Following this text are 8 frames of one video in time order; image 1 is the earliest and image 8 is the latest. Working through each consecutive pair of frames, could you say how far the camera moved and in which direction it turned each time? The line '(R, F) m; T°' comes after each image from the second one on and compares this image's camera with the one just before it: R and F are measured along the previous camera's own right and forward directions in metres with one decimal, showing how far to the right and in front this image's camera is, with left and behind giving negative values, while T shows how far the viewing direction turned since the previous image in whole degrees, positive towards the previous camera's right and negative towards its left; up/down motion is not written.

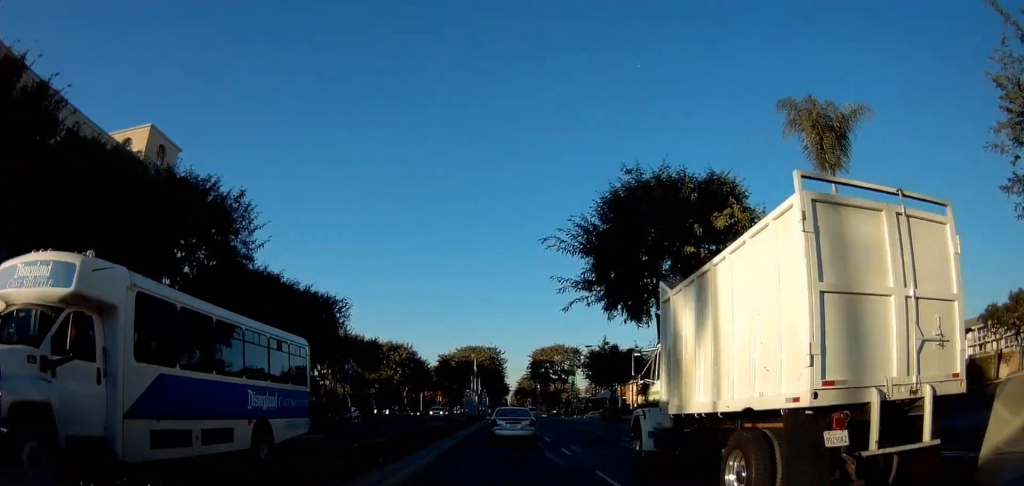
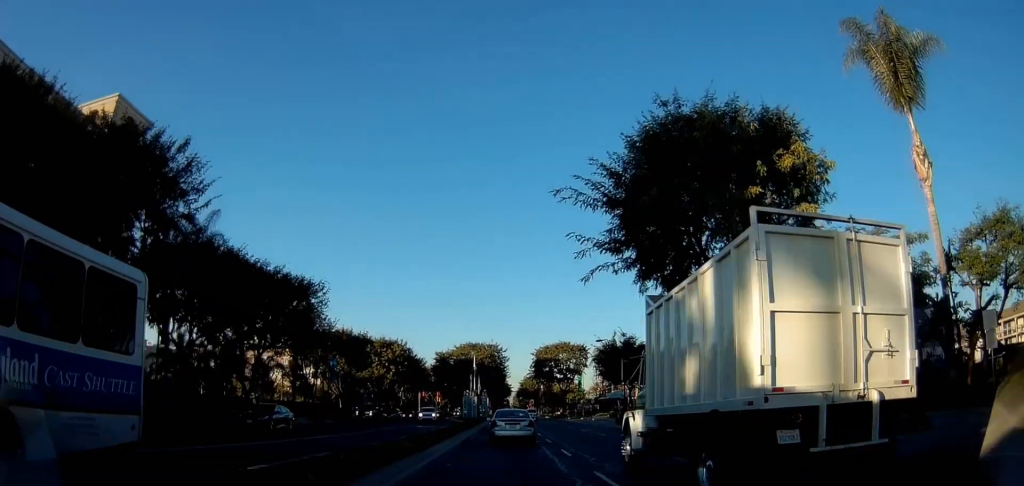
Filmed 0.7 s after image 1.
(+0.1, +7.2) m; +1°
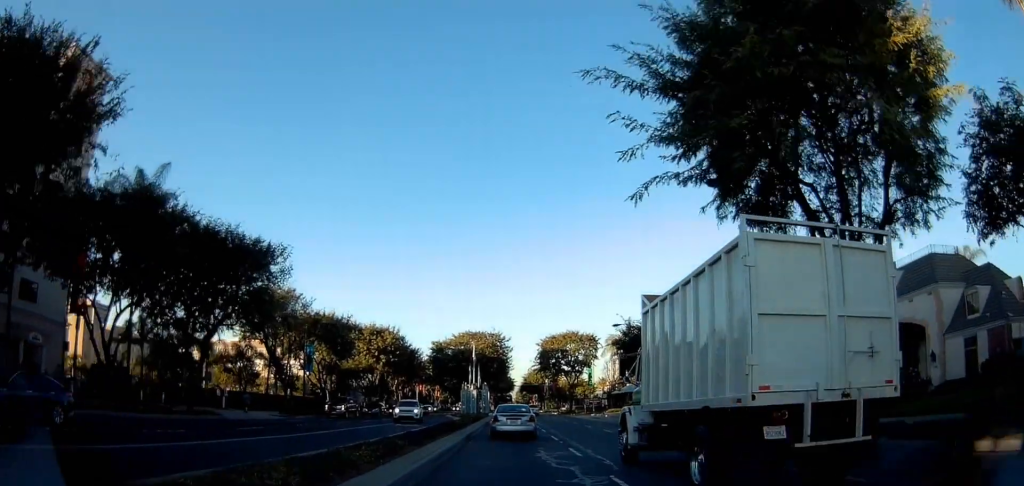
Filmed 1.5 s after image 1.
(0.0, +8.4) m; 0°
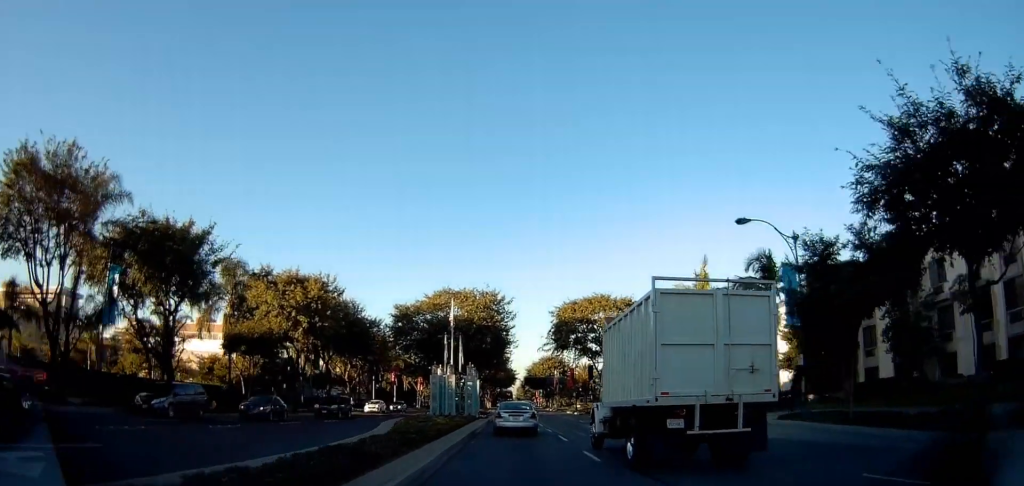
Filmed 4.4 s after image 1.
(0.0, +31.3) m; -1°
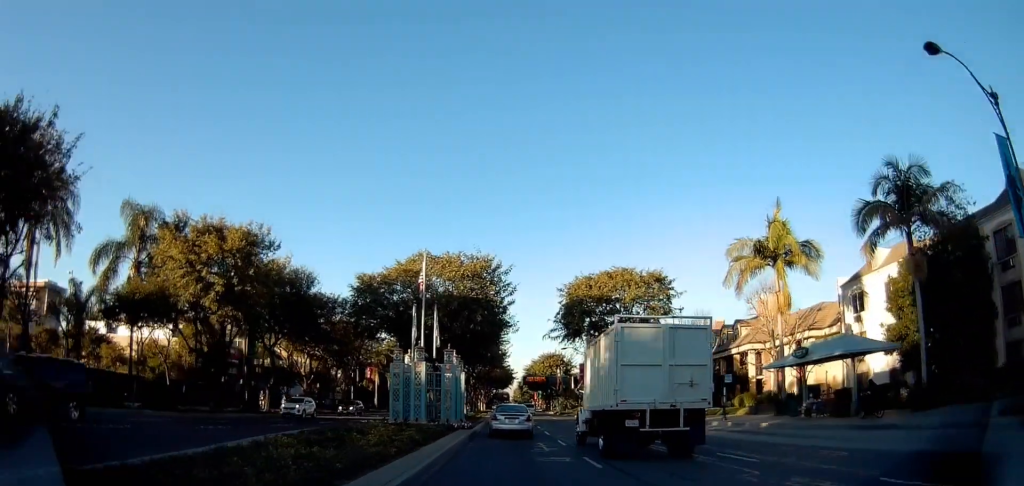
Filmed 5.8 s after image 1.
(-0.7, +15.4) m; -3°
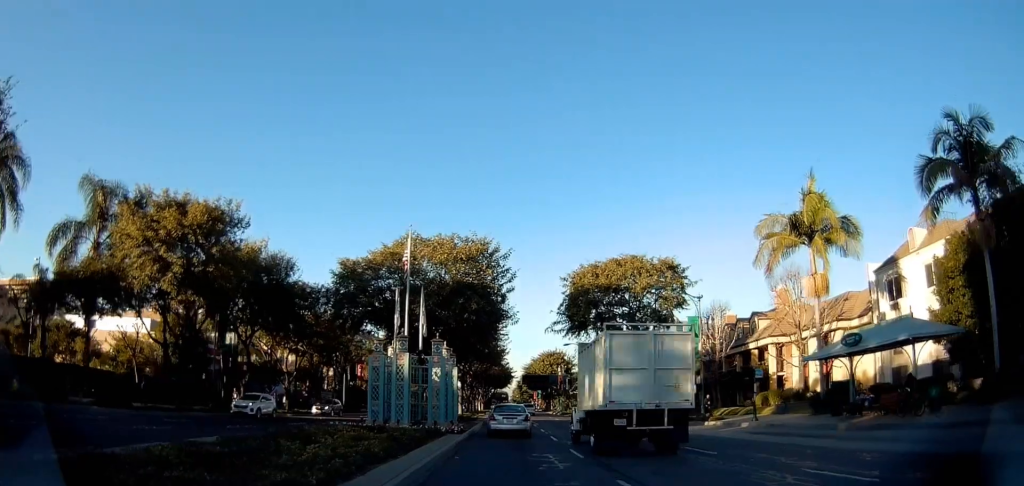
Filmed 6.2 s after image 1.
(-0.3, +4.8) m; 0°
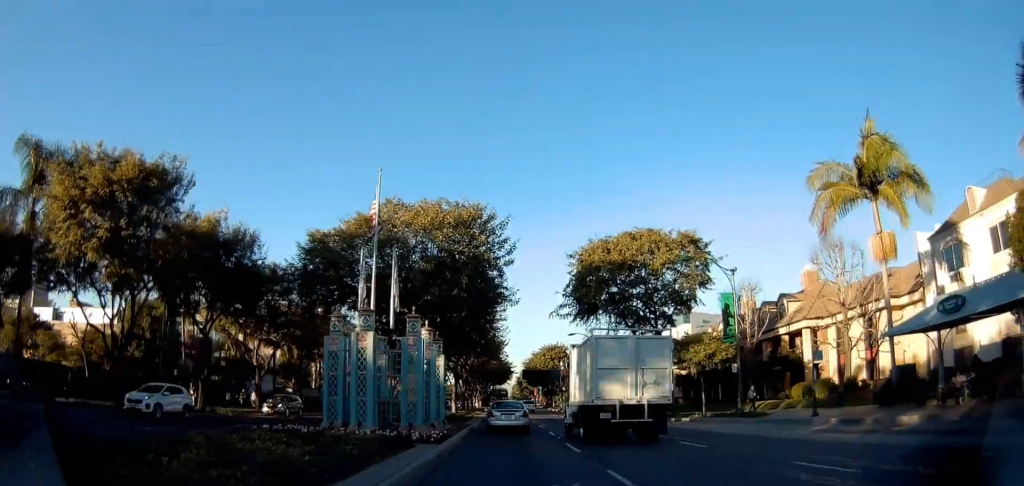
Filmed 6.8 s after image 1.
(+0.4, +6.9) m; +2°
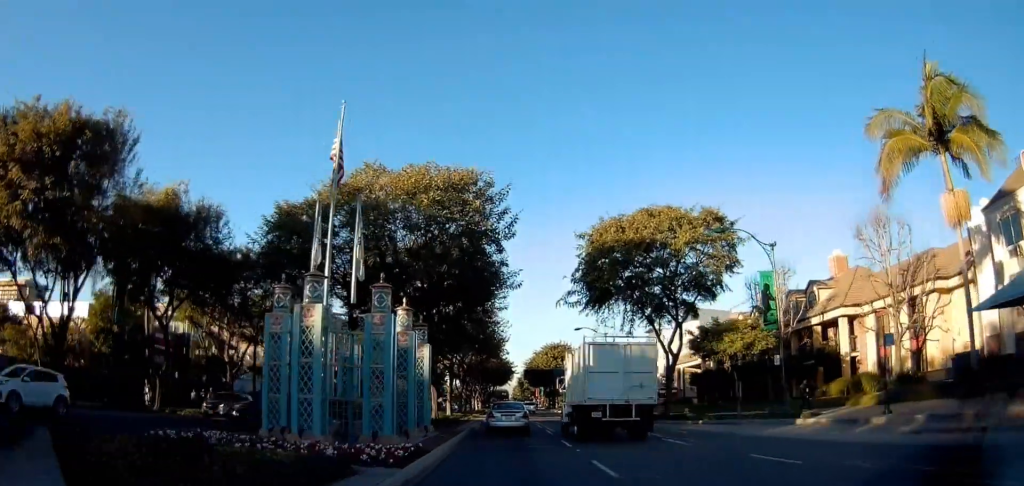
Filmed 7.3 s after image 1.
(+0.1, +5.8) m; +2°
